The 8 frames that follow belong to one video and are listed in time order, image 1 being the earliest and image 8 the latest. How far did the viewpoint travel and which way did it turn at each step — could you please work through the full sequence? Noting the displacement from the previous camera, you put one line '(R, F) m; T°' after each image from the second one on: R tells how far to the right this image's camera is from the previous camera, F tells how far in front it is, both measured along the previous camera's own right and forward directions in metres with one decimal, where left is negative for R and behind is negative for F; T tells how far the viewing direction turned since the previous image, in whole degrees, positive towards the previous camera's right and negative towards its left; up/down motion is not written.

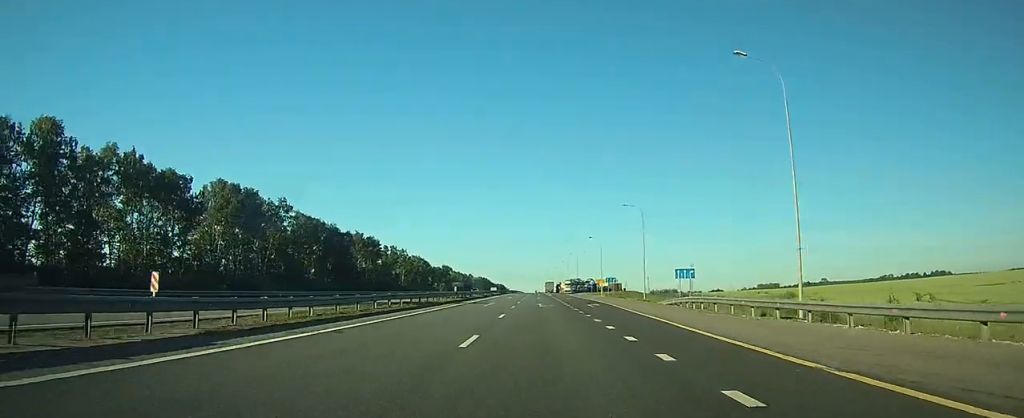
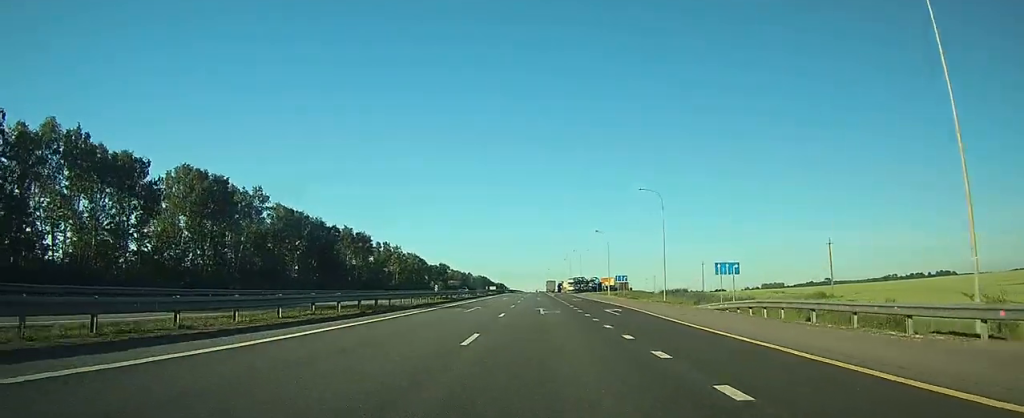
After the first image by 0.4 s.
(0.0, +11.6) m; 0°
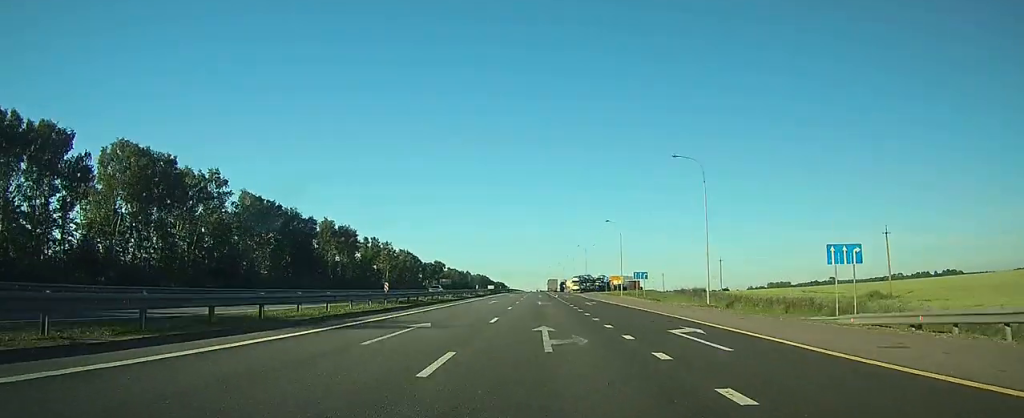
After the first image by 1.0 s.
(0.0, +16.1) m; 0°
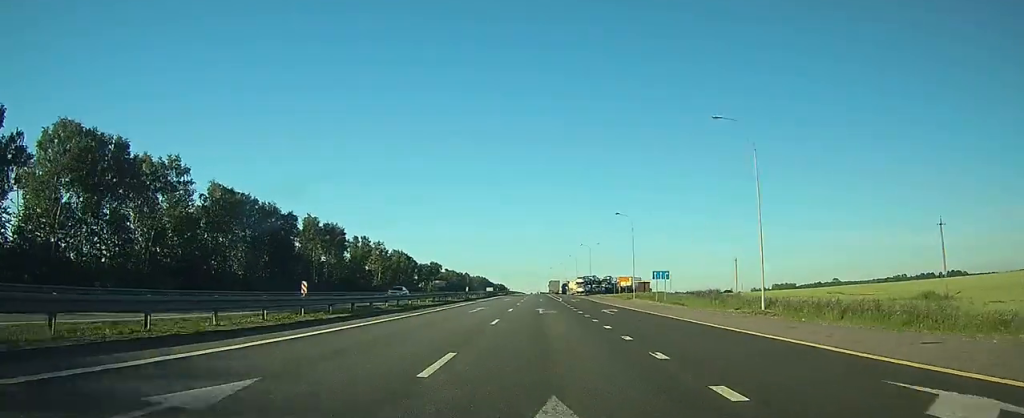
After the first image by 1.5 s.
(0.0, +11.7) m; 0°
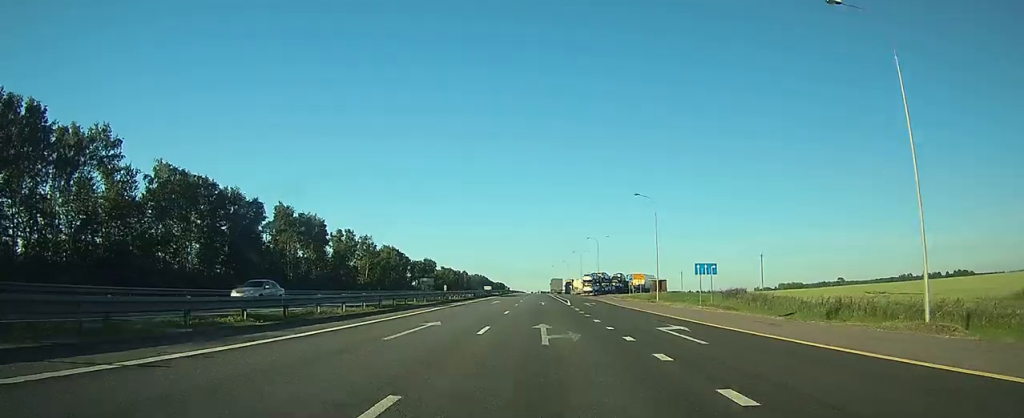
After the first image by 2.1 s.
(0.0, +16.2) m; 0°
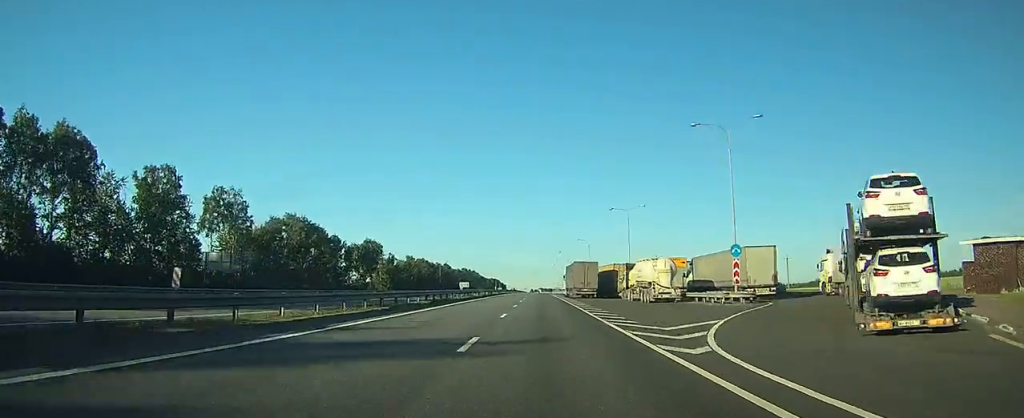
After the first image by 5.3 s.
(-0.7, +86.9) m; -1°
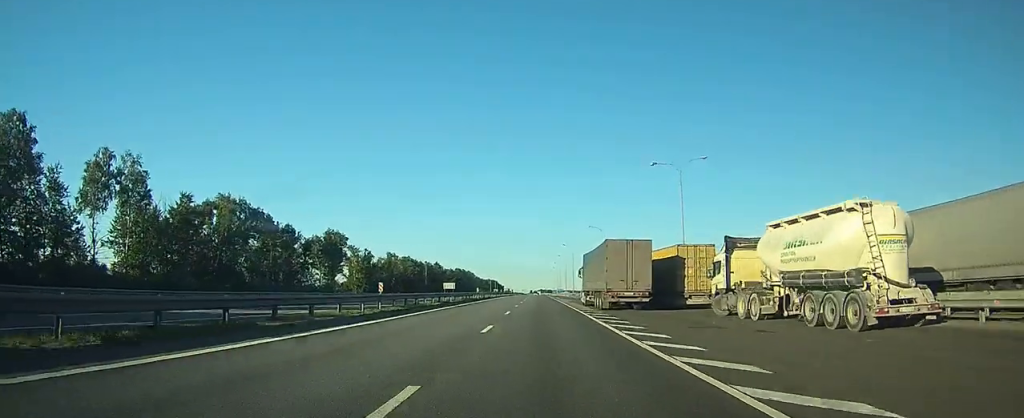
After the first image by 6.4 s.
(+0.1, +30.2) m; +1°
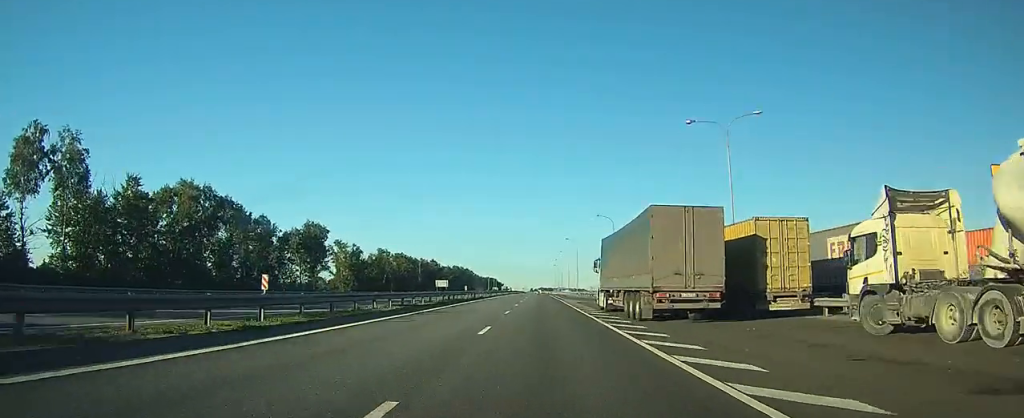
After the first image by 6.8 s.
(+0.1, +12.9) m; 0°
